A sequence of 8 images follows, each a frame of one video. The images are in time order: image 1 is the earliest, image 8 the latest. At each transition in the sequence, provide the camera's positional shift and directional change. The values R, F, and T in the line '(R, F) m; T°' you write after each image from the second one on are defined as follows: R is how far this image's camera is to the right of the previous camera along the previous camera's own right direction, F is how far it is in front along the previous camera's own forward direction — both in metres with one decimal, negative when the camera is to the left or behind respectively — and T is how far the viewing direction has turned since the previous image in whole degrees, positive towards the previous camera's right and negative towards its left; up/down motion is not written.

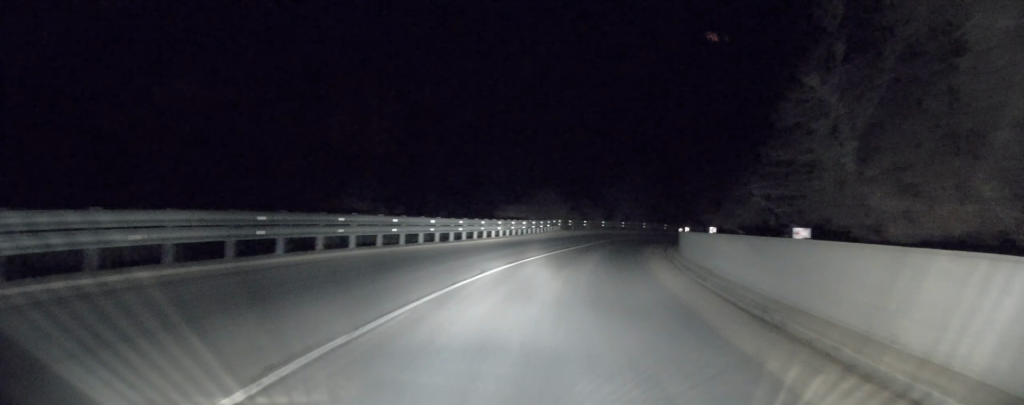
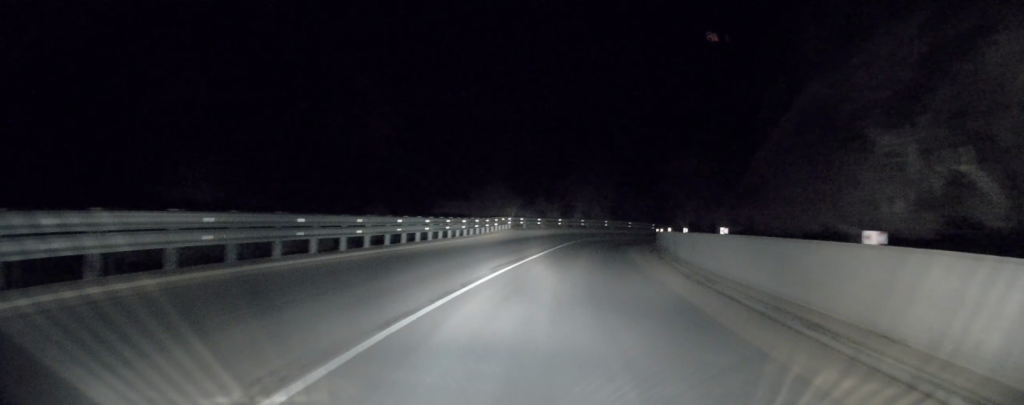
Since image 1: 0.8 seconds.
(+0.3, +10.5) m; +5°
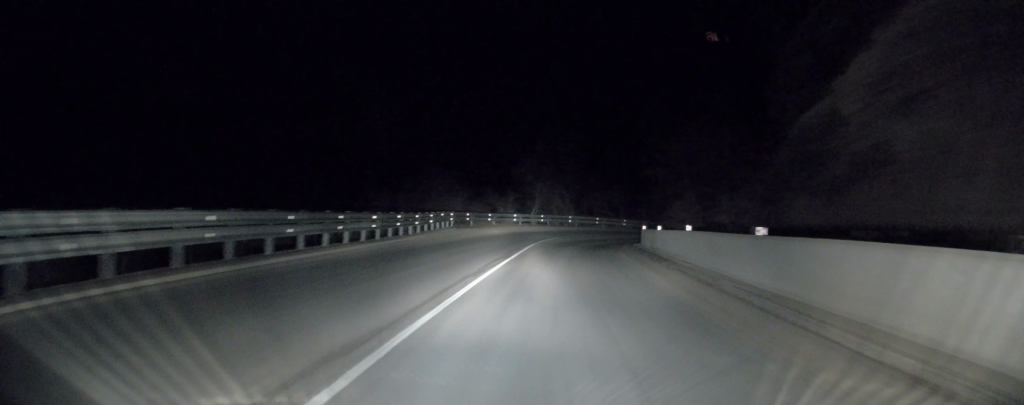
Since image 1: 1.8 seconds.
(+0.7, +11.8) m; +5°
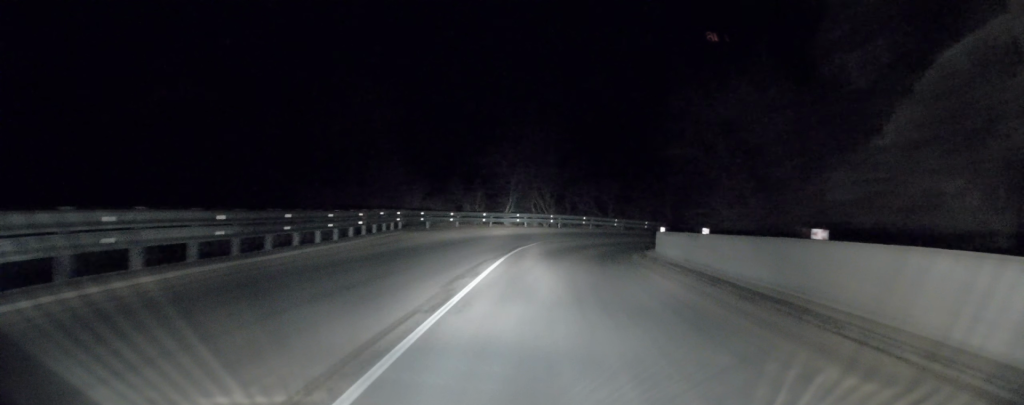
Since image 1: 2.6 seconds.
(+0.4, +11.2) m; +3°
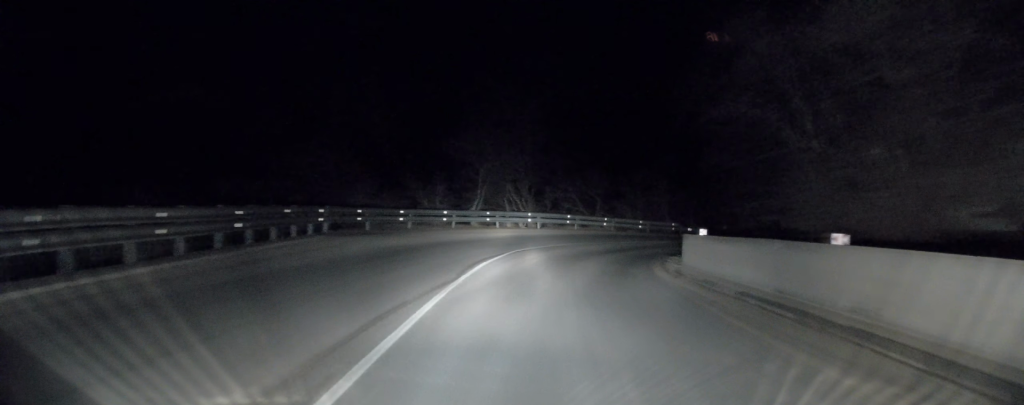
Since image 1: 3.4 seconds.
(-0.1, +9.8) m; +3°
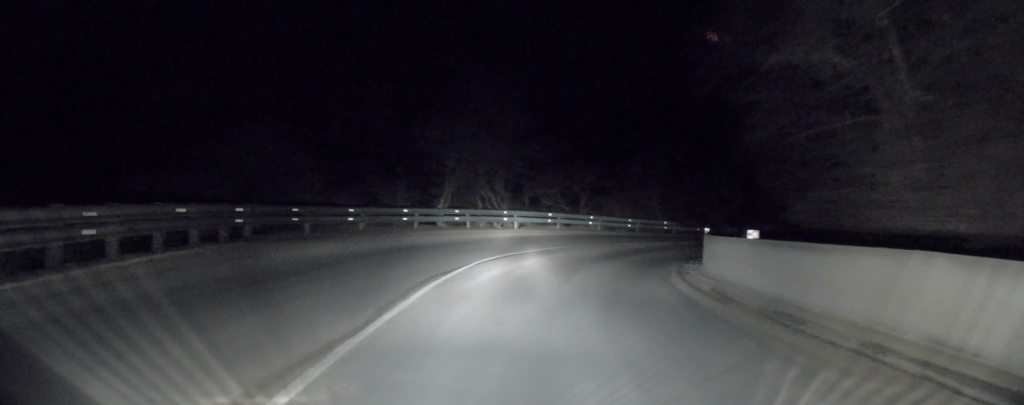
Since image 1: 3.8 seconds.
(+0.3, +6.0) m; +3°
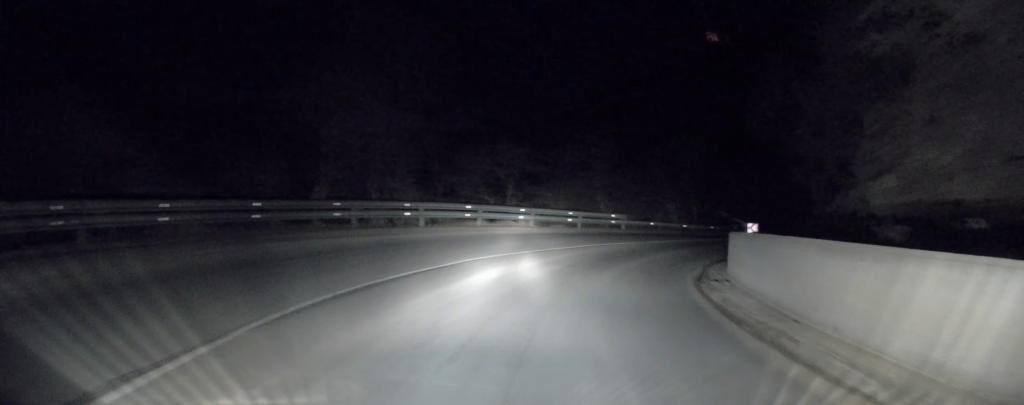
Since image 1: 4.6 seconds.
(+0.4, +10.6) m; +7°
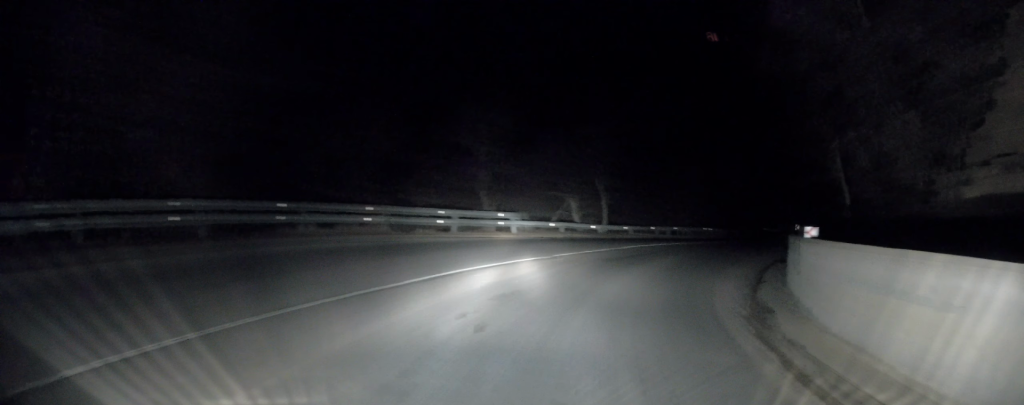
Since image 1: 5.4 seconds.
(+0.8, +12.2) m; +8°
